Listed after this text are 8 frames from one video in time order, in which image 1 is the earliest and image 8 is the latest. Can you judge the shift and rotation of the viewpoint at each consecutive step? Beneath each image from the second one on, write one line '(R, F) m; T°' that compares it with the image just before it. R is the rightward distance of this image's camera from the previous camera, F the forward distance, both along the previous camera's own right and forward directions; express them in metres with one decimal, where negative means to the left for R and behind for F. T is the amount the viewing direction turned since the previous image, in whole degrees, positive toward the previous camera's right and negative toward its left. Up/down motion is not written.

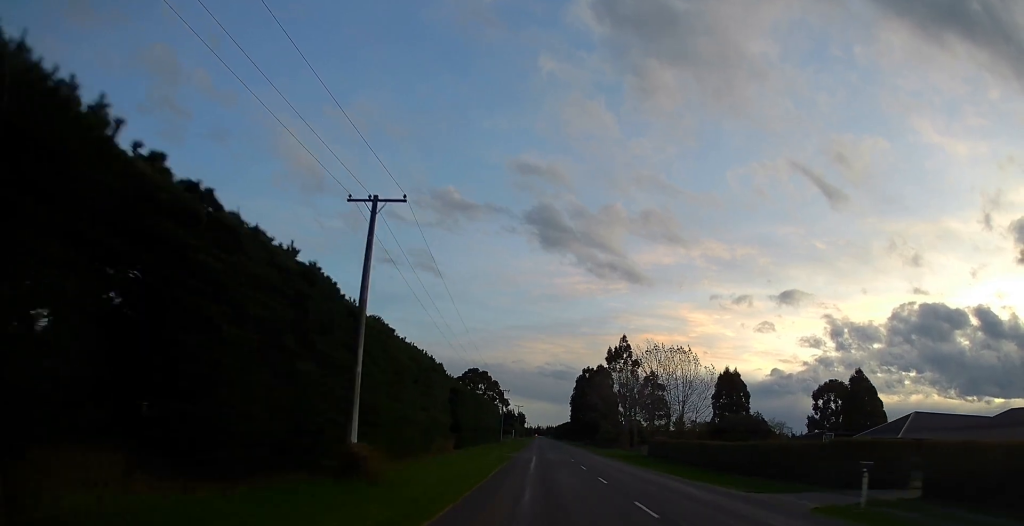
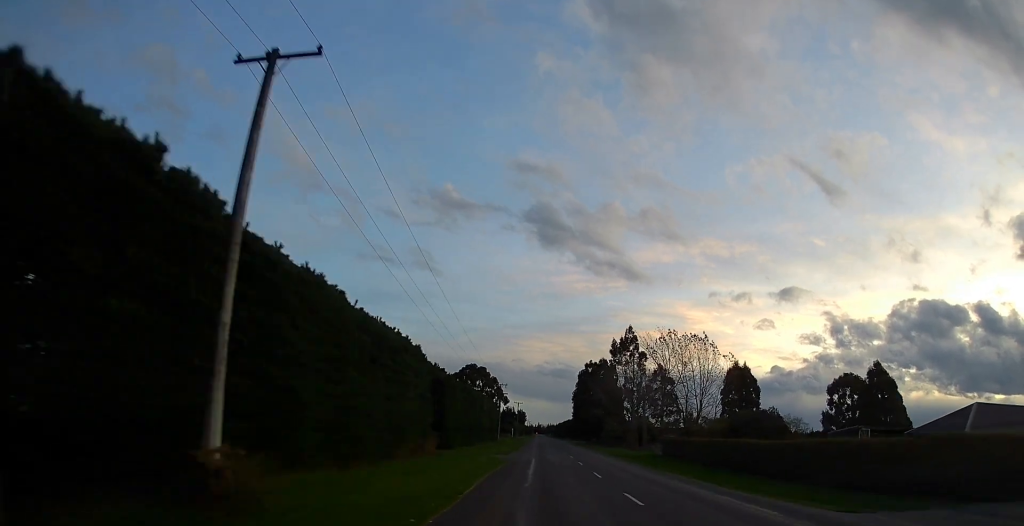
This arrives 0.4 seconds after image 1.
(-0.2, +8.3) m; -1°
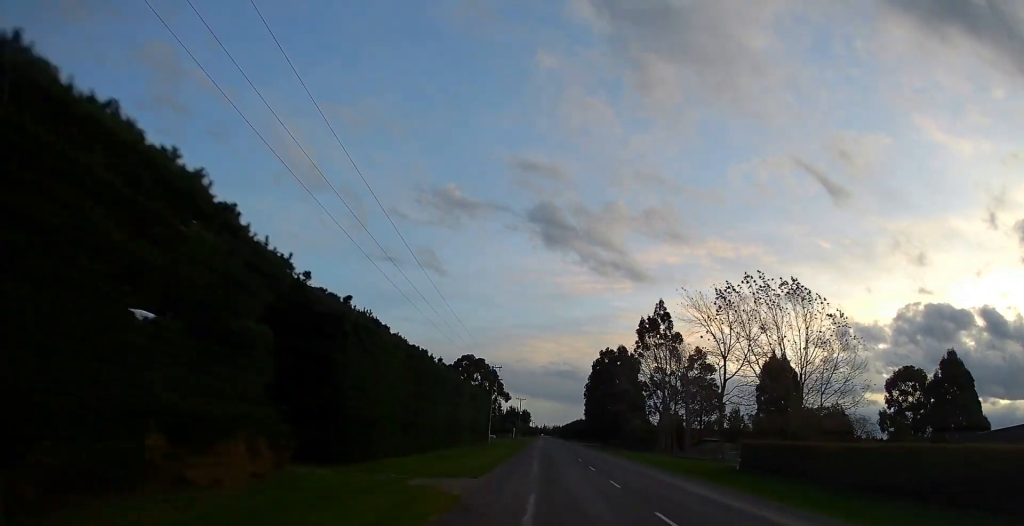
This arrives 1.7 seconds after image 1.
(-0.6, +25.0) m; -1°
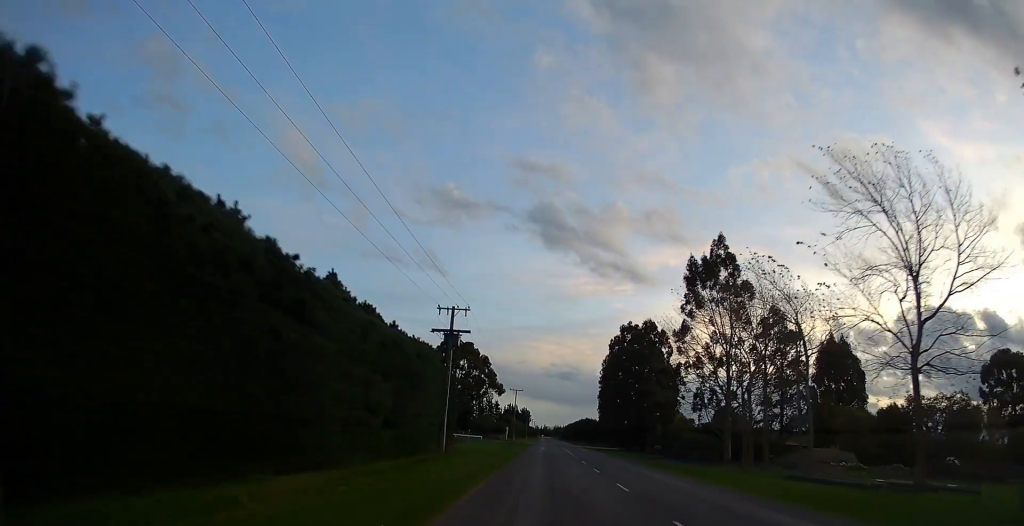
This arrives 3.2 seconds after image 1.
(0.0, +30.8) m; 0°
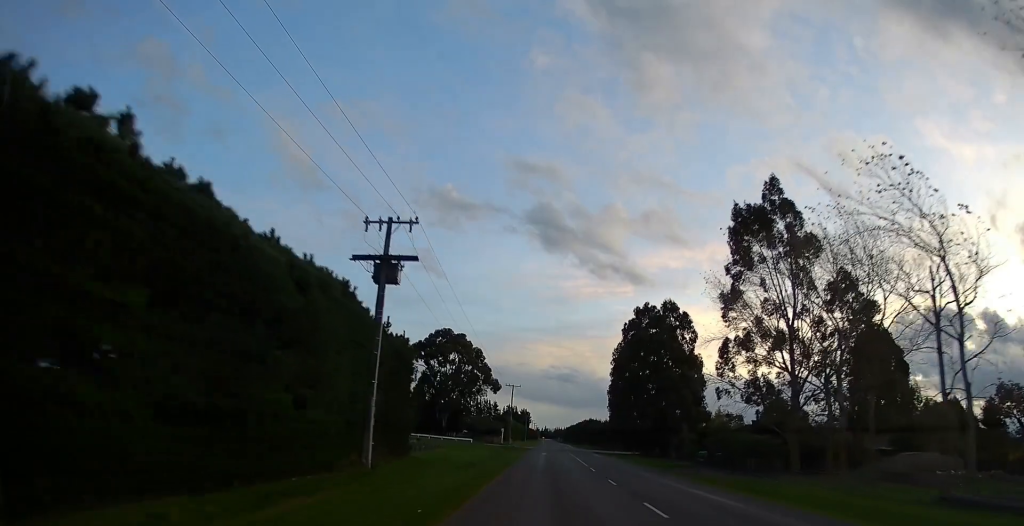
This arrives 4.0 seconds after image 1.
(0.0, +15.6) m; 0°
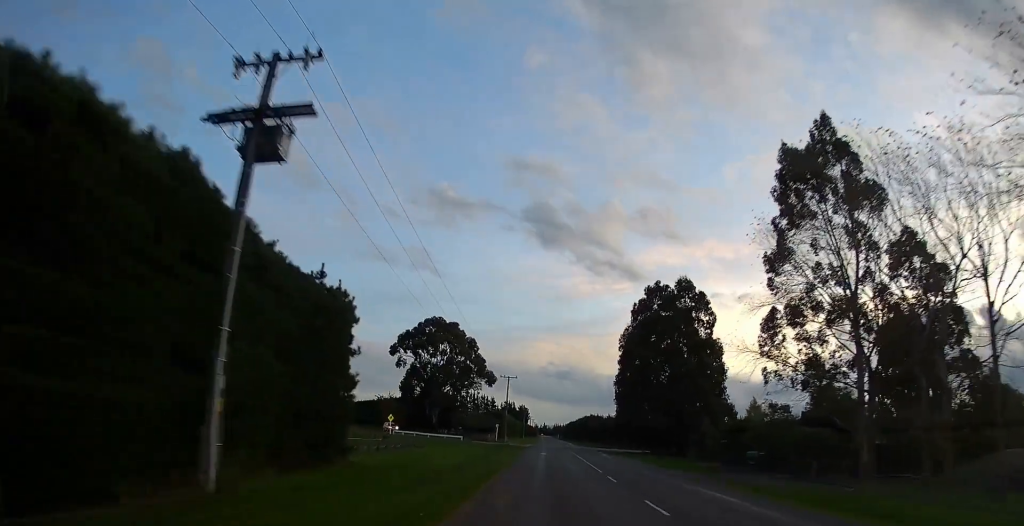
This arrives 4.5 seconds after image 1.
(0.0, +10.3) m; 0°
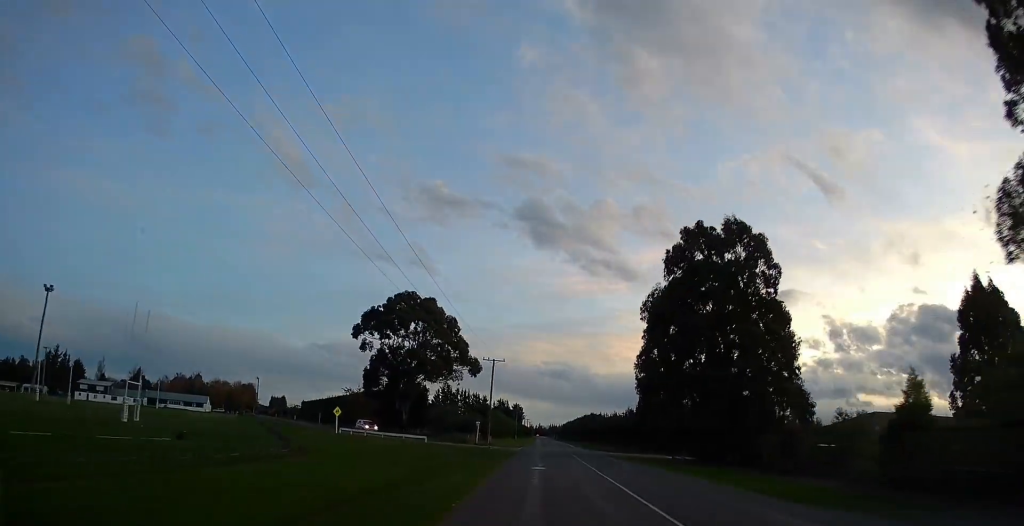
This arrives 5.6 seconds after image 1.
(0.0, +21.5) m; +1°
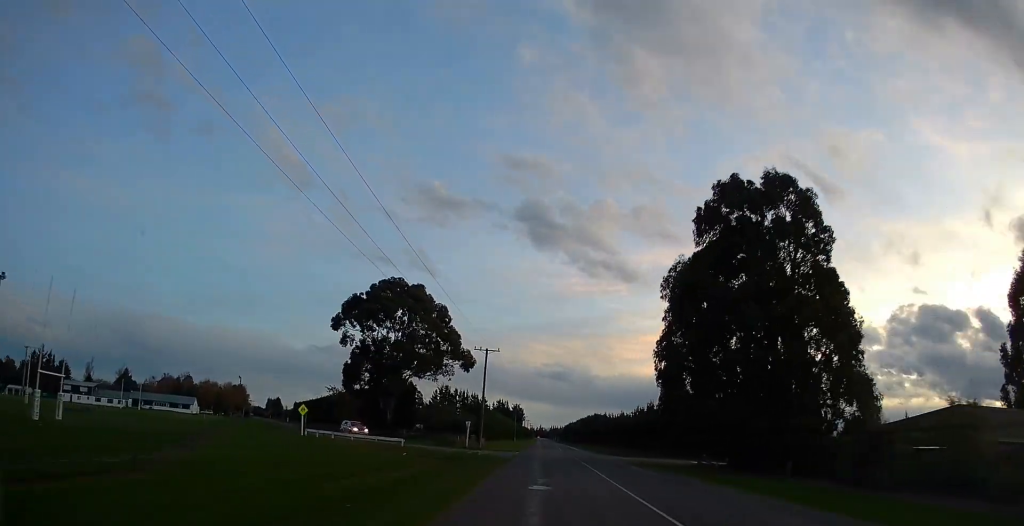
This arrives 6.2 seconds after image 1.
(-0.1, +10.6) m; +1°
